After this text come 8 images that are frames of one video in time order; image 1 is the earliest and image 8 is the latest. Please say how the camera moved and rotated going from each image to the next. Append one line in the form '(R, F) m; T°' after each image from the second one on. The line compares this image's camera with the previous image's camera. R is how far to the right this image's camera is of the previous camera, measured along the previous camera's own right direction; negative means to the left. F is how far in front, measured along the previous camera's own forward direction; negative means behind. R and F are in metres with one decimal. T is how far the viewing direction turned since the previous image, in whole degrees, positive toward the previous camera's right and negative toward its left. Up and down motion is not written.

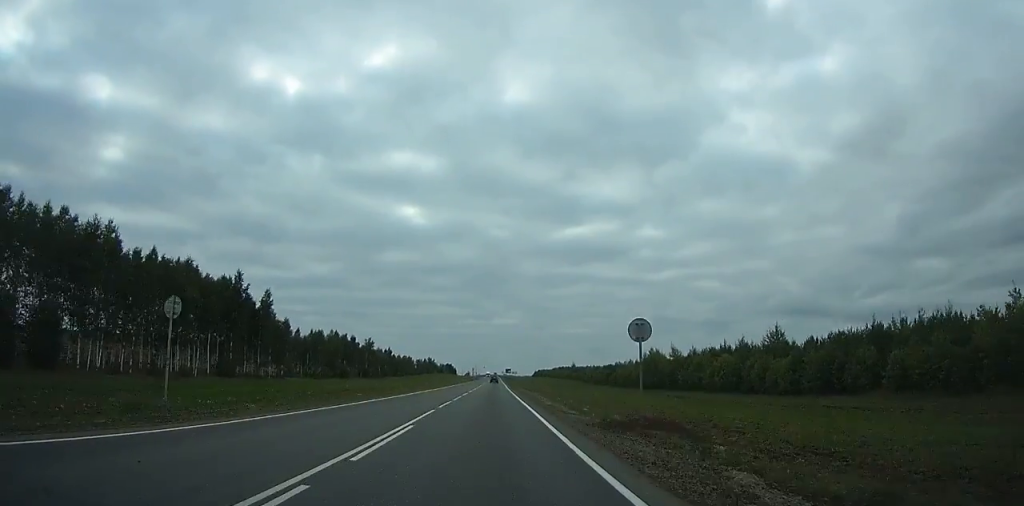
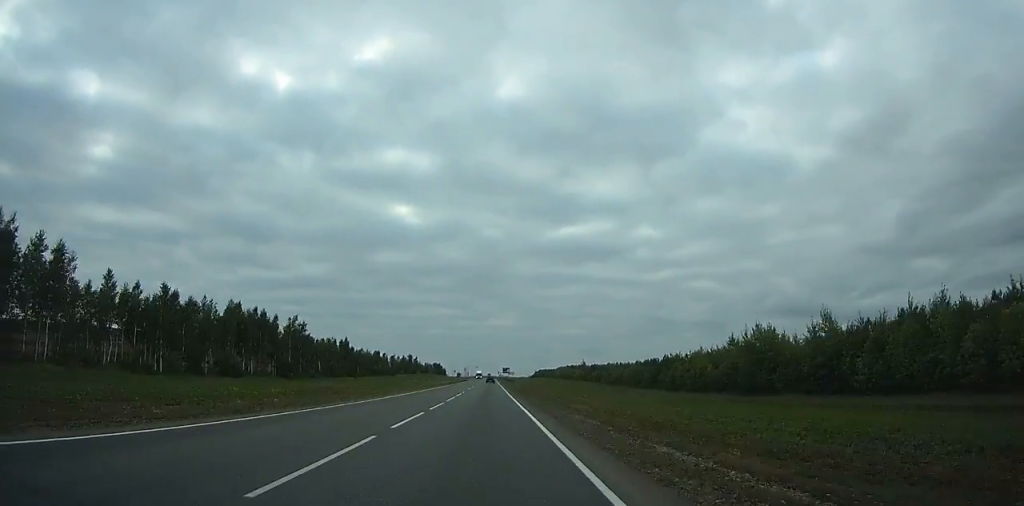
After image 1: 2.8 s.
(+0.2, +70.2) m; -1°
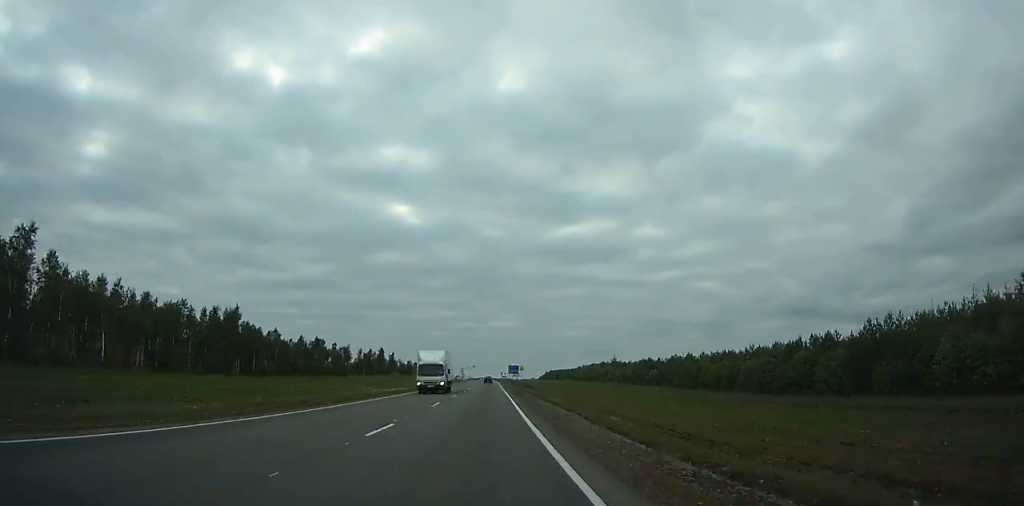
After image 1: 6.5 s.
(-2.2, +94.2) m; -8°
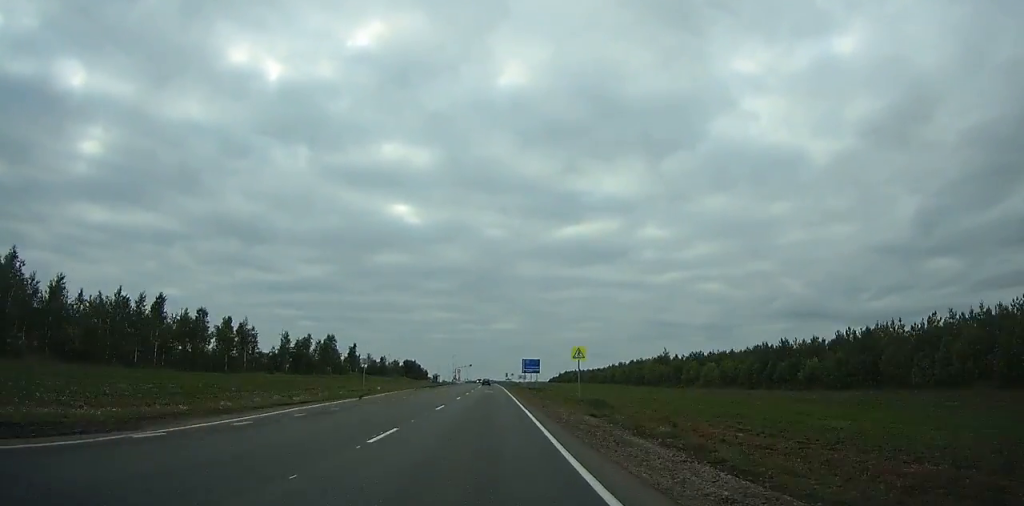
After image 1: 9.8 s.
(-9.1, +85.3) m; +11°
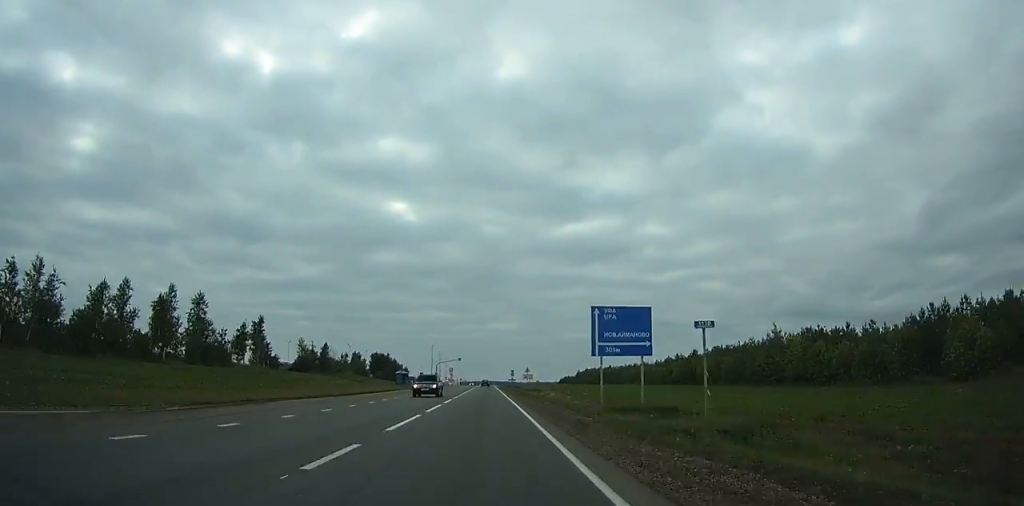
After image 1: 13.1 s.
(+25.2, +52.5) m; +11°
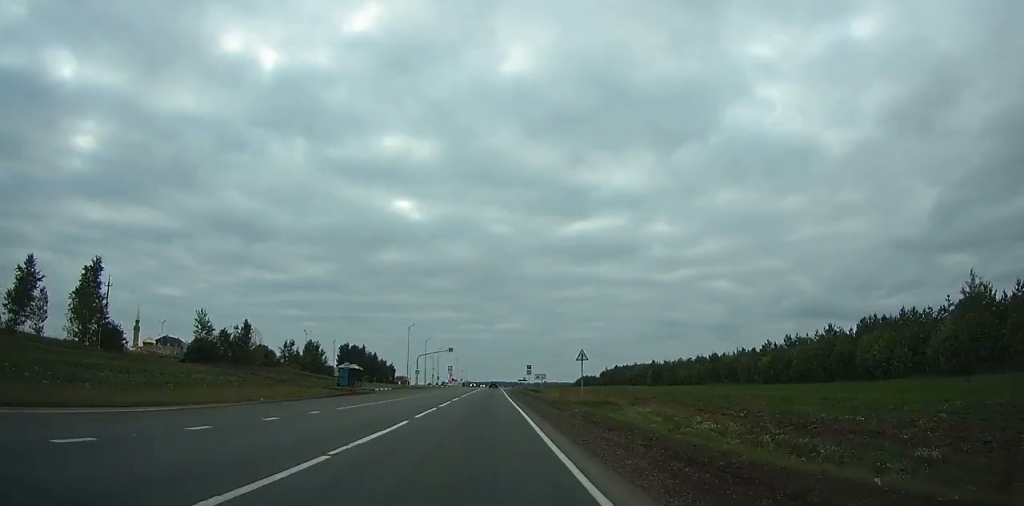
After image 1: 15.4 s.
(-11.2, +49.3) m; -11°
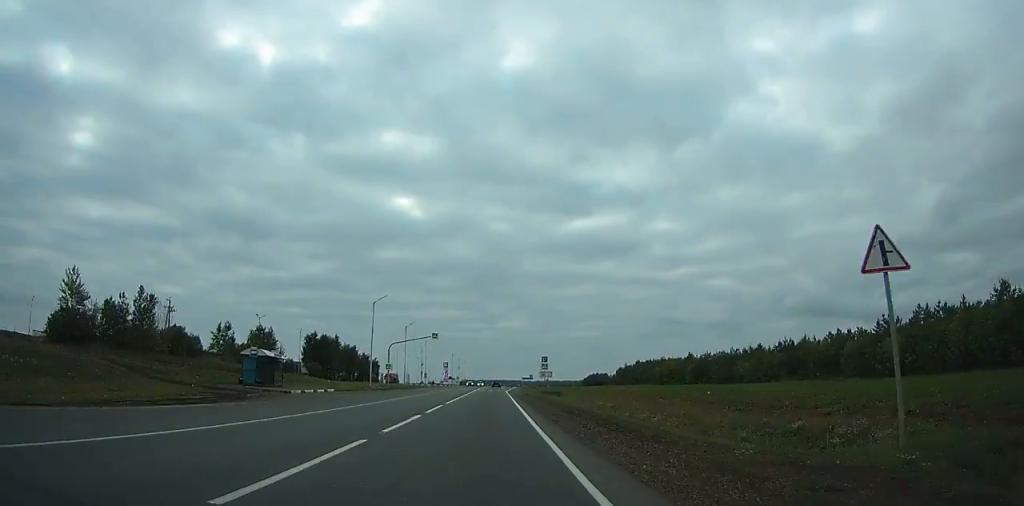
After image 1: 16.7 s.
(-1.1, +28.3) m; -2°
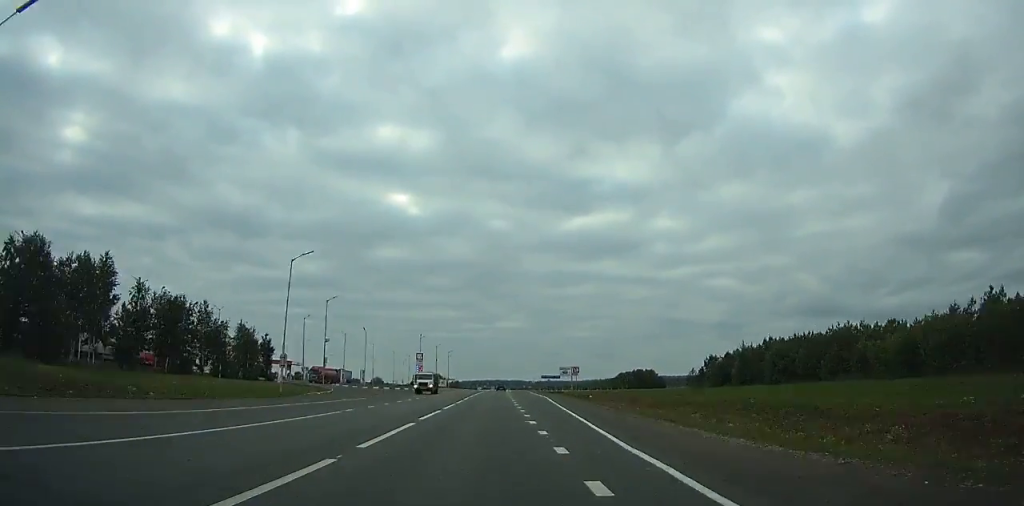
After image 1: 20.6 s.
(-0.3, +84.2) m; 0°
